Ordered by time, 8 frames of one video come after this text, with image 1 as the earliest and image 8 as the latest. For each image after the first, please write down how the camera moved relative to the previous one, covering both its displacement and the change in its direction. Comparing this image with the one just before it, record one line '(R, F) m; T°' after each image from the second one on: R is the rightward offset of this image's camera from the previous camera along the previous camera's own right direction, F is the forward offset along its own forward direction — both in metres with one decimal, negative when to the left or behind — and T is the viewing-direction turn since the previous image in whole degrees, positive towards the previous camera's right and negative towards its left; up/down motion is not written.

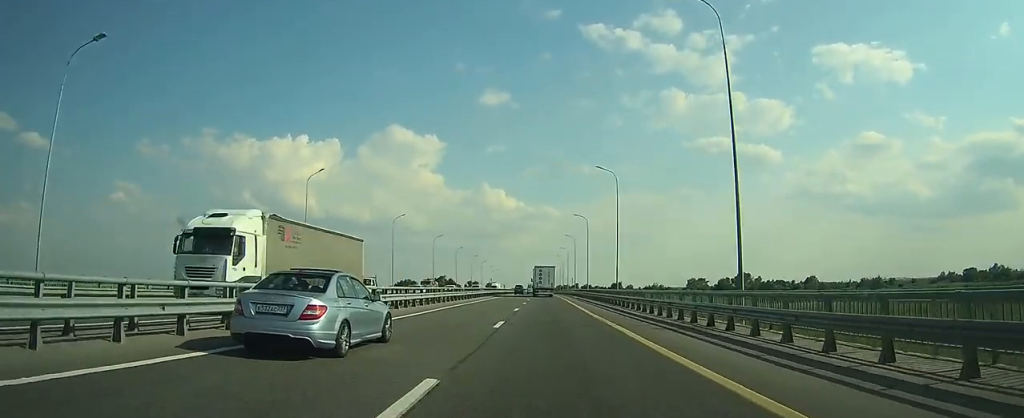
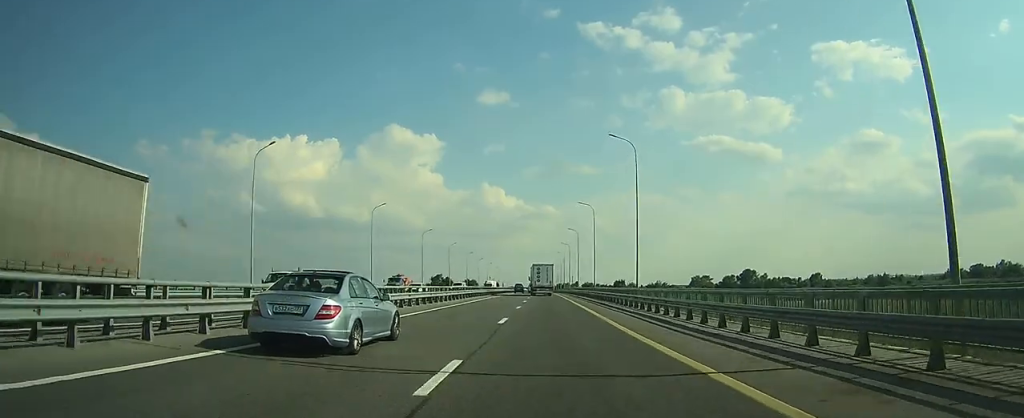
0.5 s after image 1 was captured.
(+0.1, +11.2) m; 0°
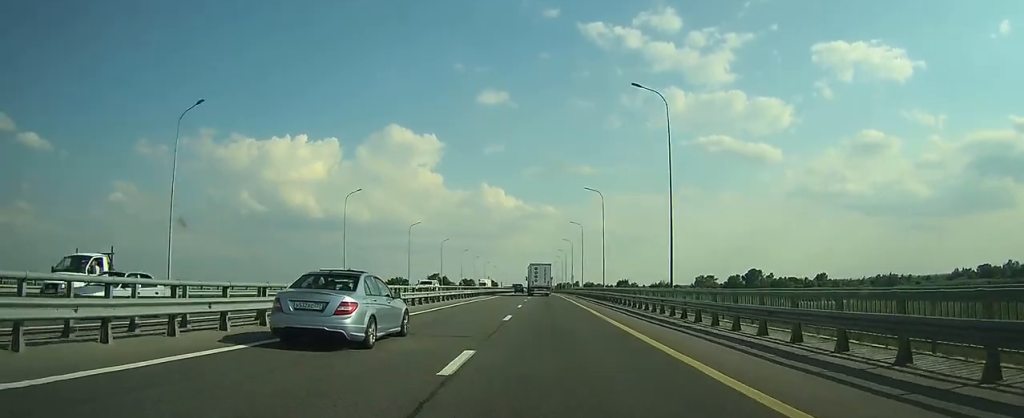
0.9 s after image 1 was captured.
(0.0, +11.2) m; 0°
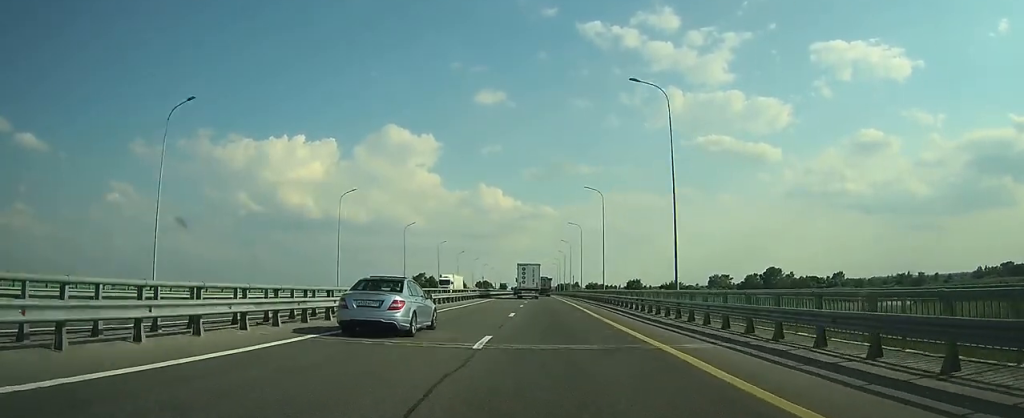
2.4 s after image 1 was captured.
(+0.2, +34.9) m; 0°
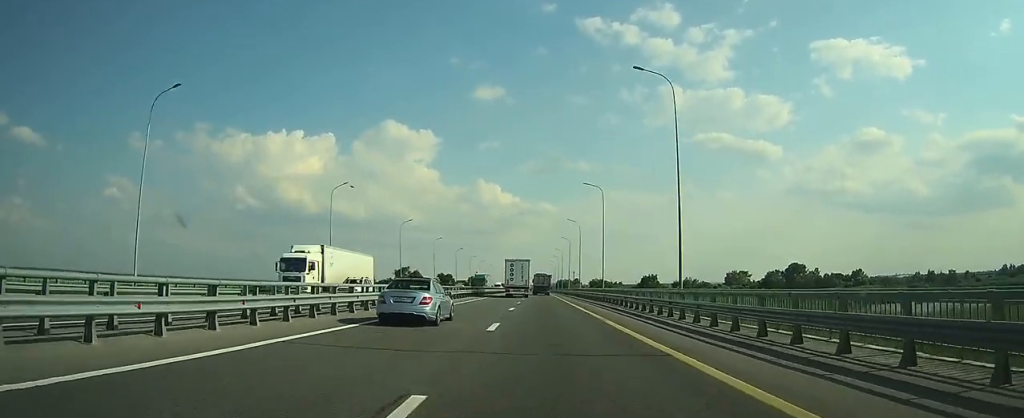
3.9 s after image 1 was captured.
(-0.2, +34.7) m; 0°
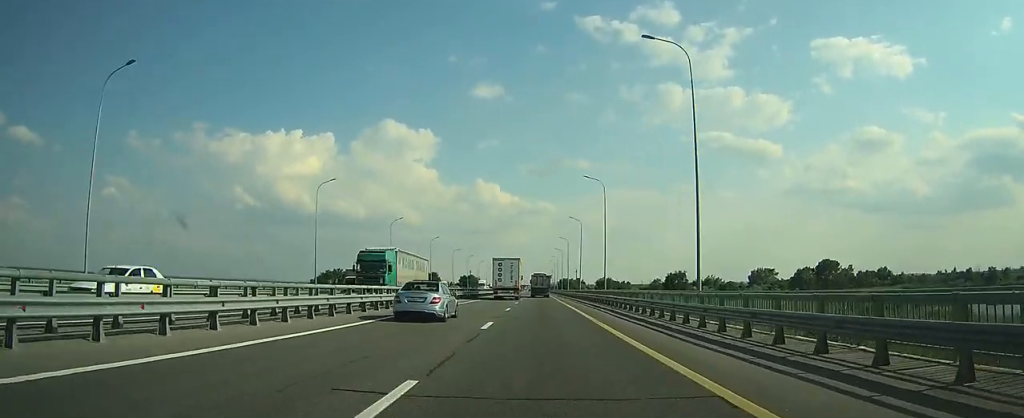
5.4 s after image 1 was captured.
(+0.2, +37.0) m; 0°
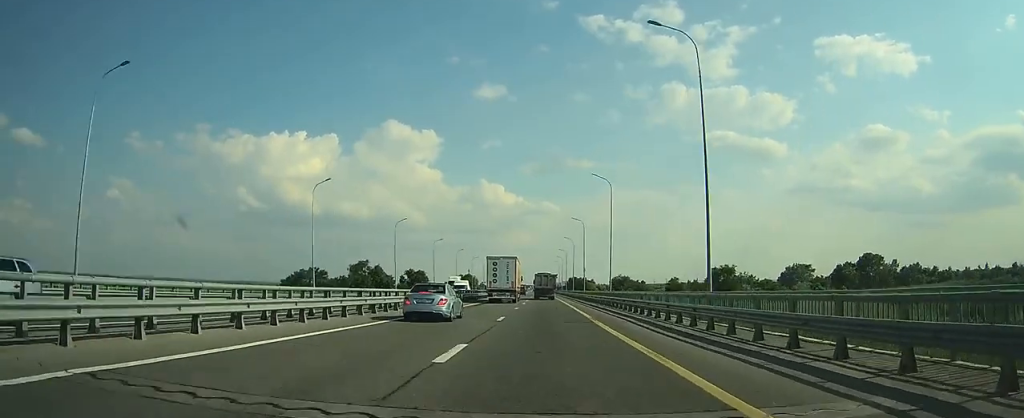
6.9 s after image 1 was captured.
(-0.1, +34.1) m; 0°
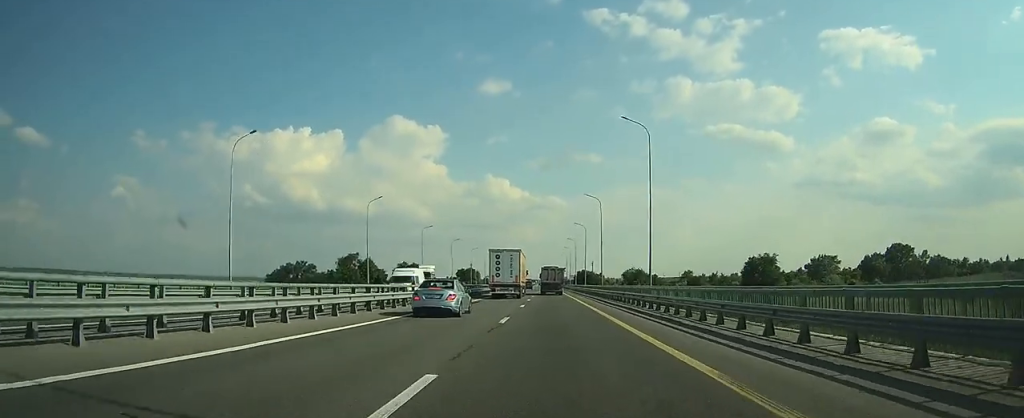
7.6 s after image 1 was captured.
(0.0, +17.7) m; 0°
